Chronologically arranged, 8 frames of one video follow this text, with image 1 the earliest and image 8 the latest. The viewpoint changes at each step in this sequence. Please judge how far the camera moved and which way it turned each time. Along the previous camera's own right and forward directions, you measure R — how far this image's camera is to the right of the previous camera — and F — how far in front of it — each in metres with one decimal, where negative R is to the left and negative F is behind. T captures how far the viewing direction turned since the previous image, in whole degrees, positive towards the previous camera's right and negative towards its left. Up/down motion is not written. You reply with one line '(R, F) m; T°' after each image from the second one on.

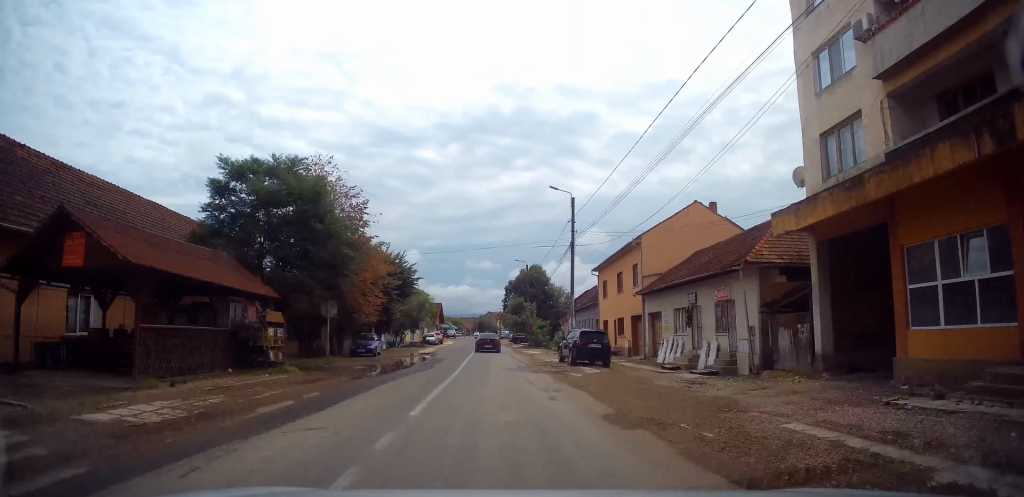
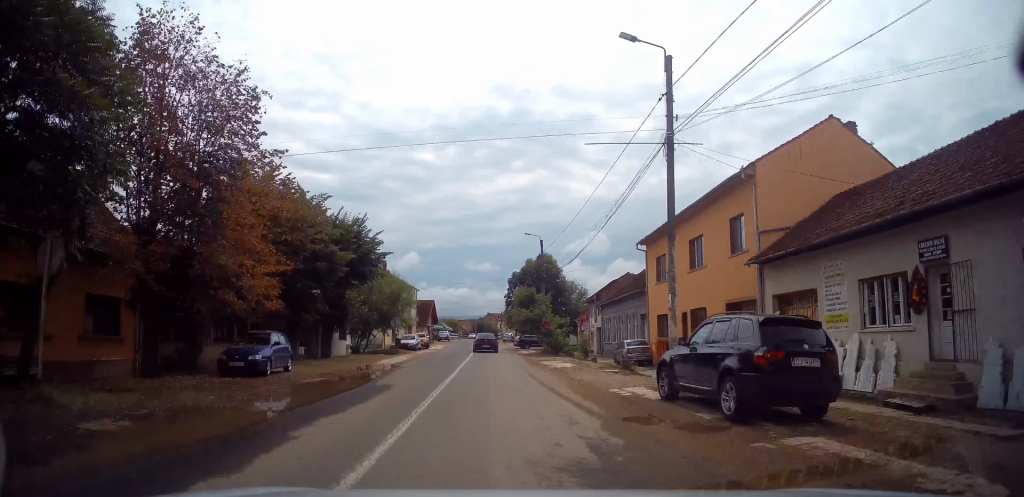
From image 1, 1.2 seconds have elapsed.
(-0.6, +16.4) m; 0°
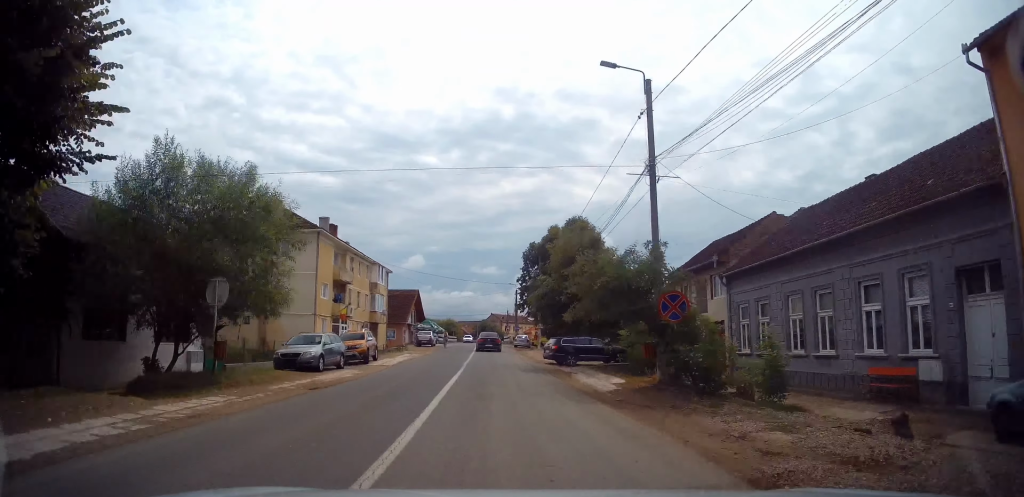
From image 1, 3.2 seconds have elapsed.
(+1.3, +27.4) m; +3°
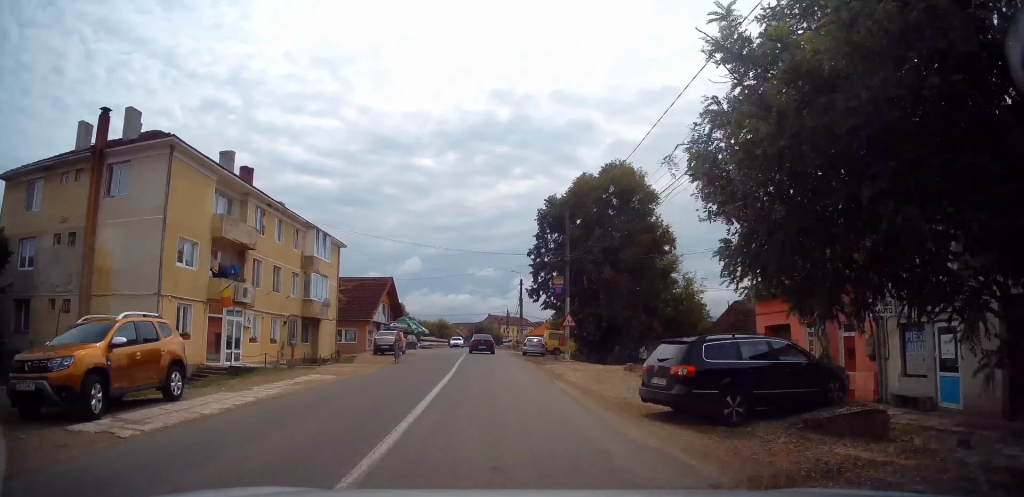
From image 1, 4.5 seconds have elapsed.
(-0.2, +18.7) m; -2°
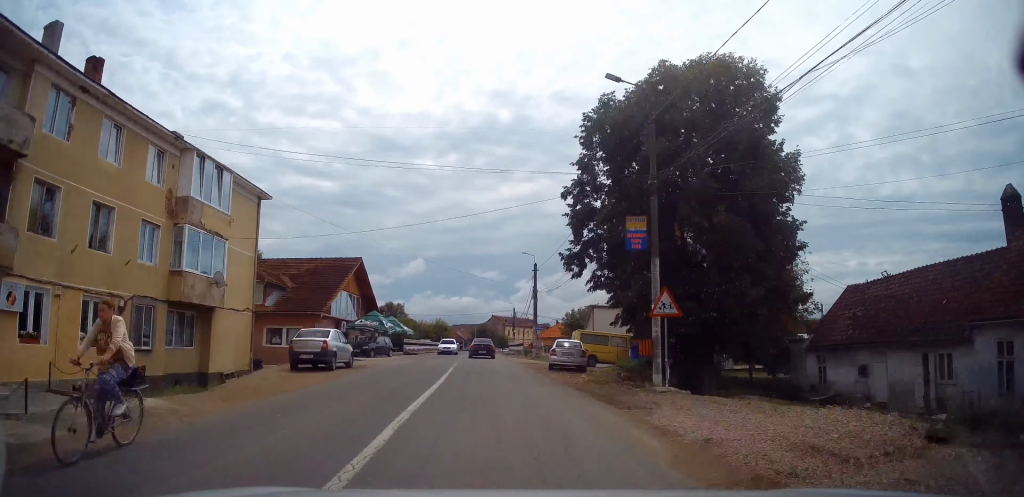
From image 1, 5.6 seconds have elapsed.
(-0.3, +15.4) m; -1°
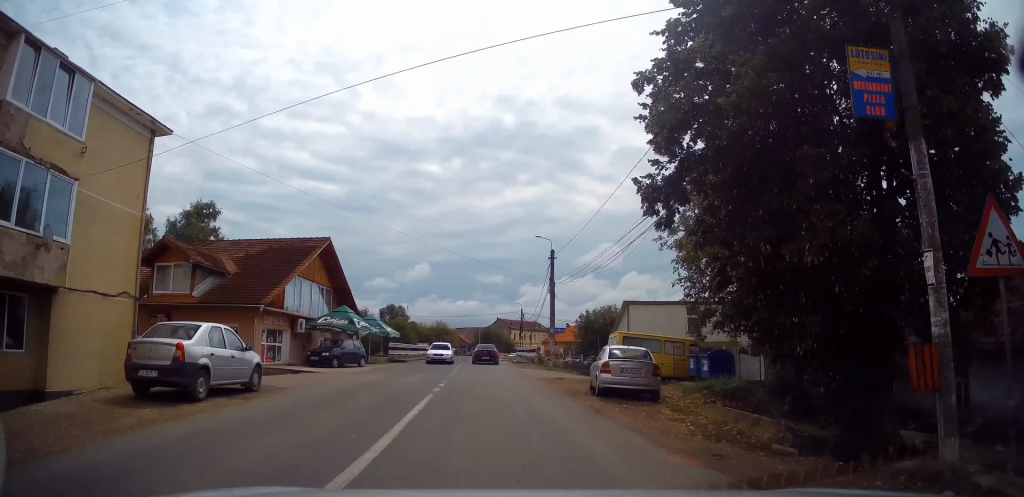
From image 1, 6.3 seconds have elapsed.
(0.0, +9.8) m; +1°
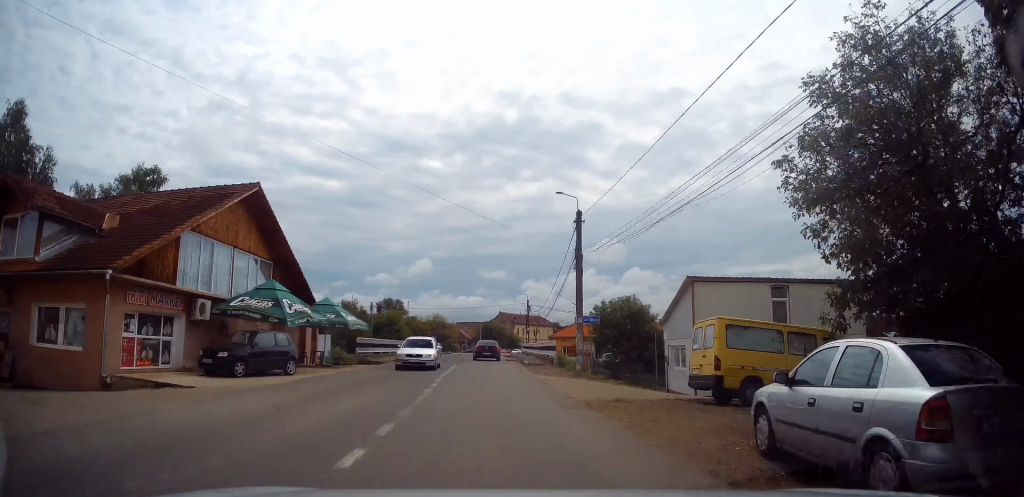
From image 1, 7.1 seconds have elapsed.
(+0.2, +10.9) m; -1°
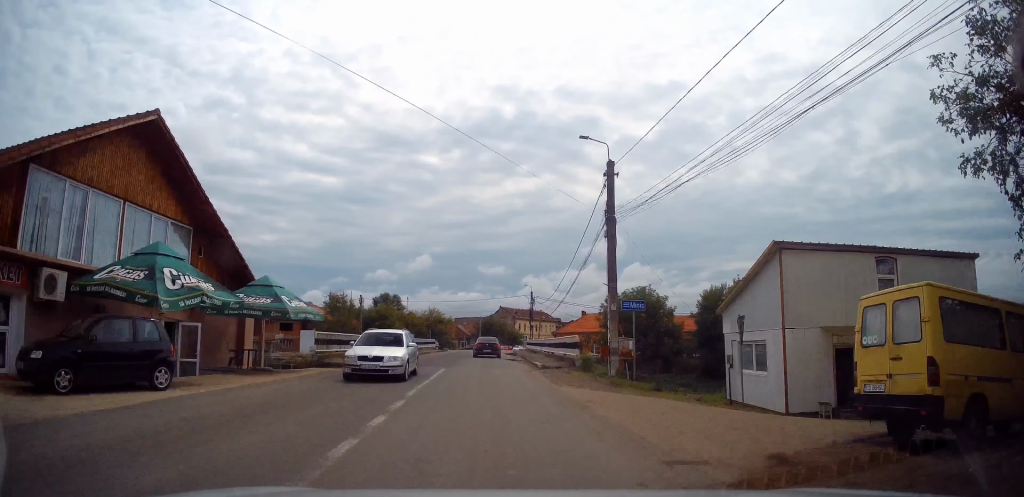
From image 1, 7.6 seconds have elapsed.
(-0.1, +7.7) m; 0°
